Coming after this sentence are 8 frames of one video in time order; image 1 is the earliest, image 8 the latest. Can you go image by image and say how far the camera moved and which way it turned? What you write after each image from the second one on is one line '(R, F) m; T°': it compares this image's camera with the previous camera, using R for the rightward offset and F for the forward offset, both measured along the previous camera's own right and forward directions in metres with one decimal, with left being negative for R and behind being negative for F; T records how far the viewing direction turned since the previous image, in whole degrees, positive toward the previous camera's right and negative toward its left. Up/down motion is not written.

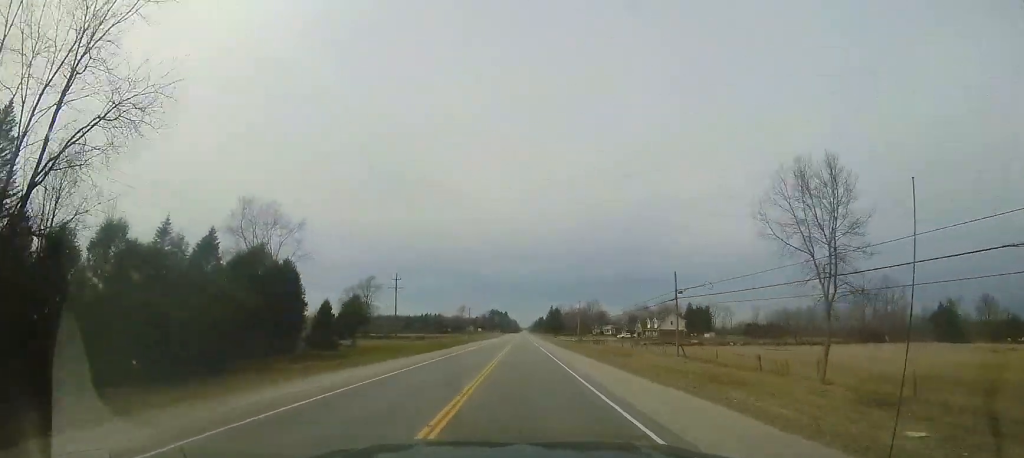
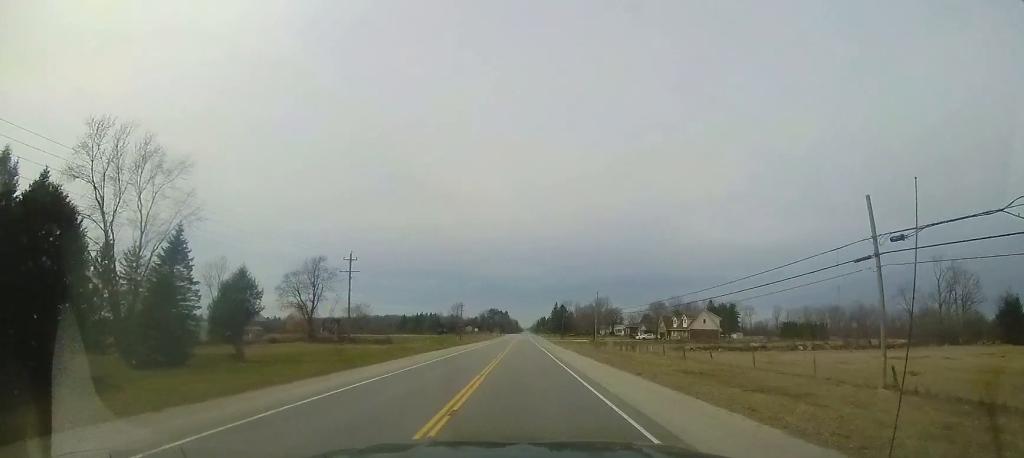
(-0.1, +19.6) m; 0°
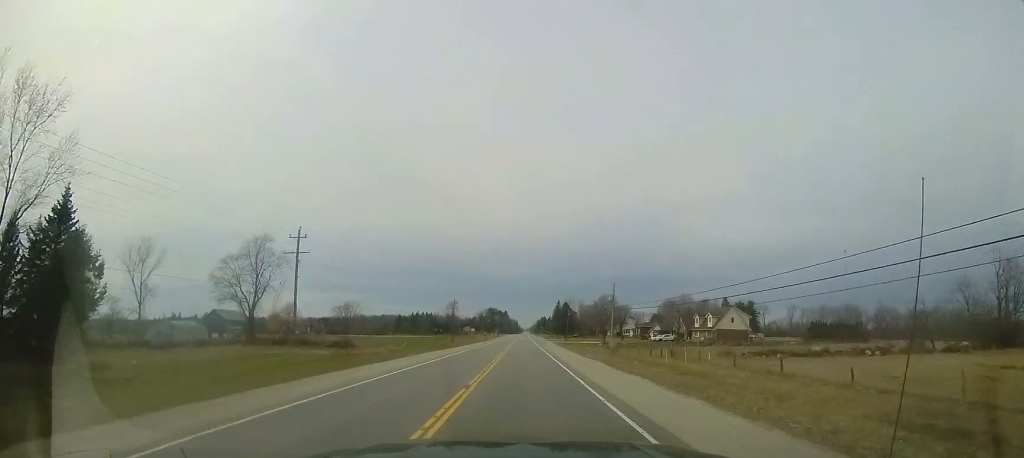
(-0.1, +12.7) m; 0°
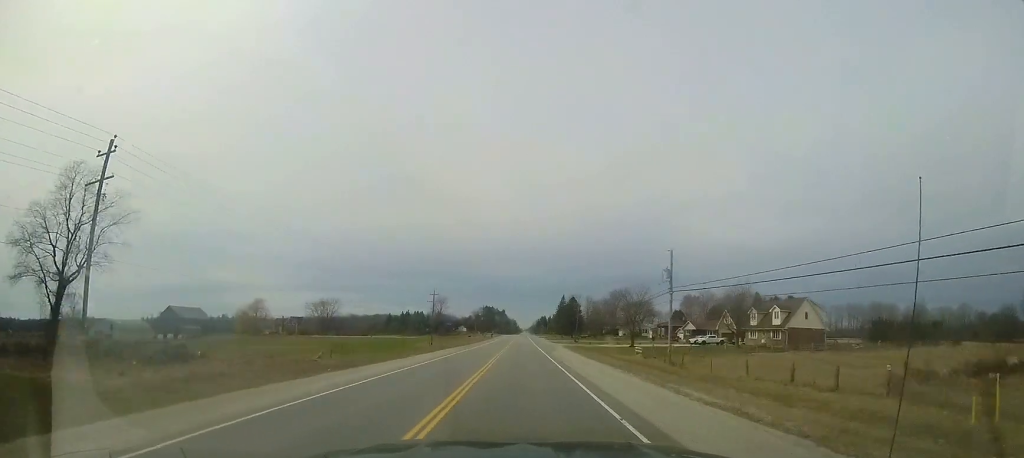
(0.0, +22.4) m; 0°
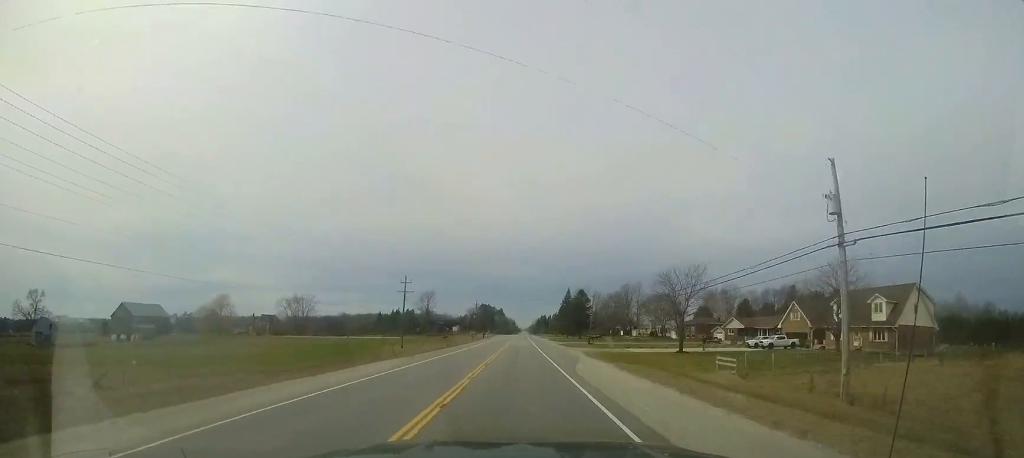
(0.0, +19.4) m; 0°
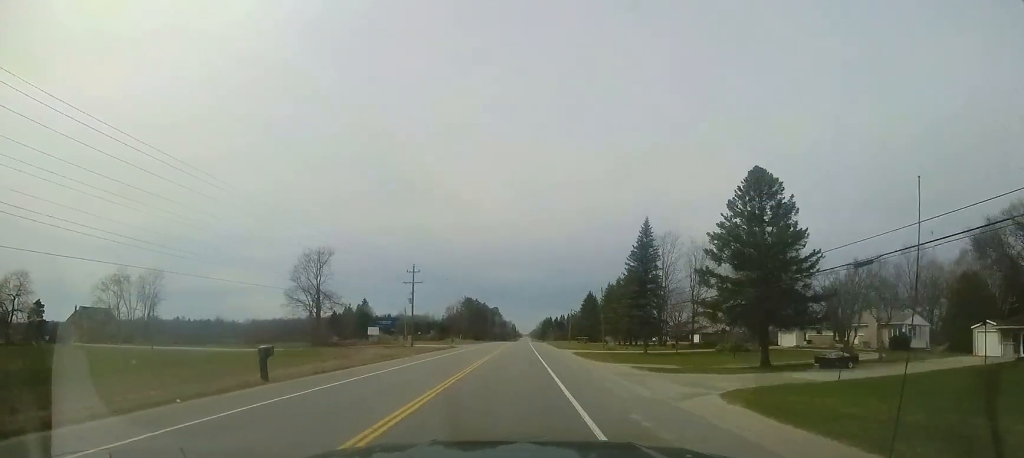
(-0.7, +74.8) m; -1°
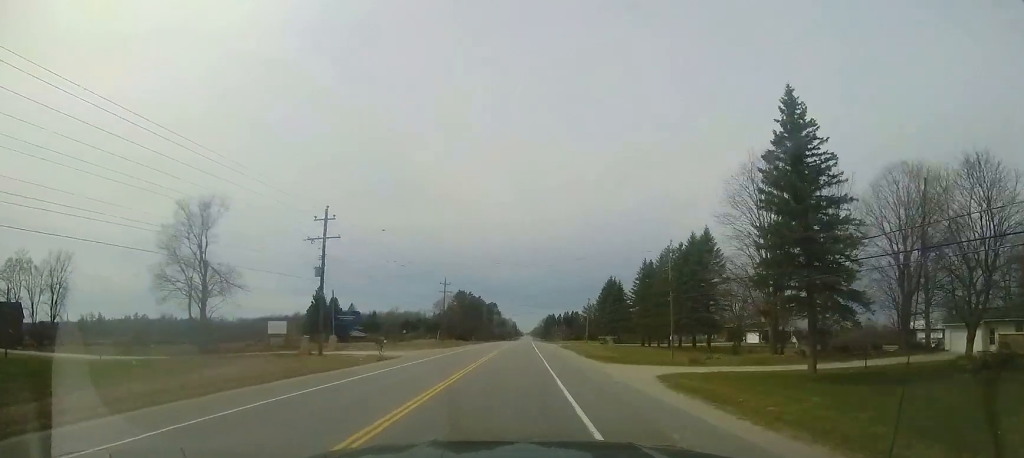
(+0.2, +25.8) m; 0°
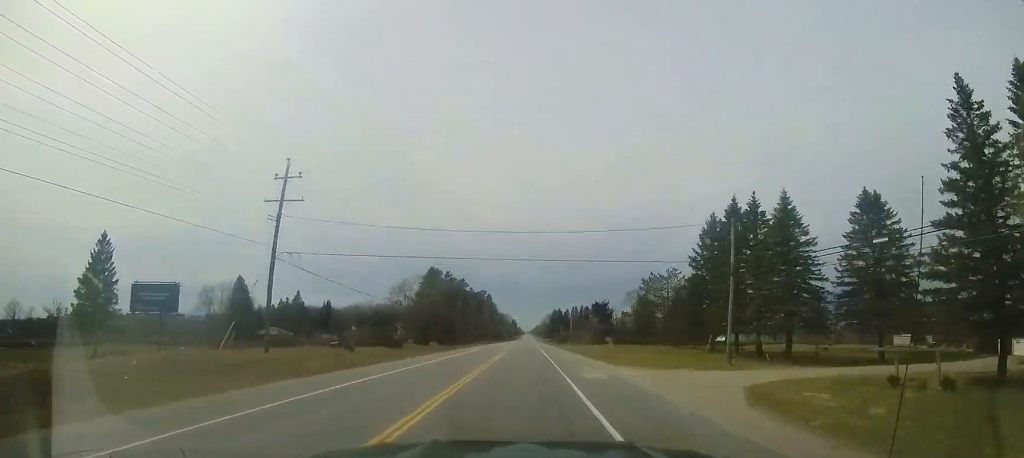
(-0.2, +51.4) m; 0°
